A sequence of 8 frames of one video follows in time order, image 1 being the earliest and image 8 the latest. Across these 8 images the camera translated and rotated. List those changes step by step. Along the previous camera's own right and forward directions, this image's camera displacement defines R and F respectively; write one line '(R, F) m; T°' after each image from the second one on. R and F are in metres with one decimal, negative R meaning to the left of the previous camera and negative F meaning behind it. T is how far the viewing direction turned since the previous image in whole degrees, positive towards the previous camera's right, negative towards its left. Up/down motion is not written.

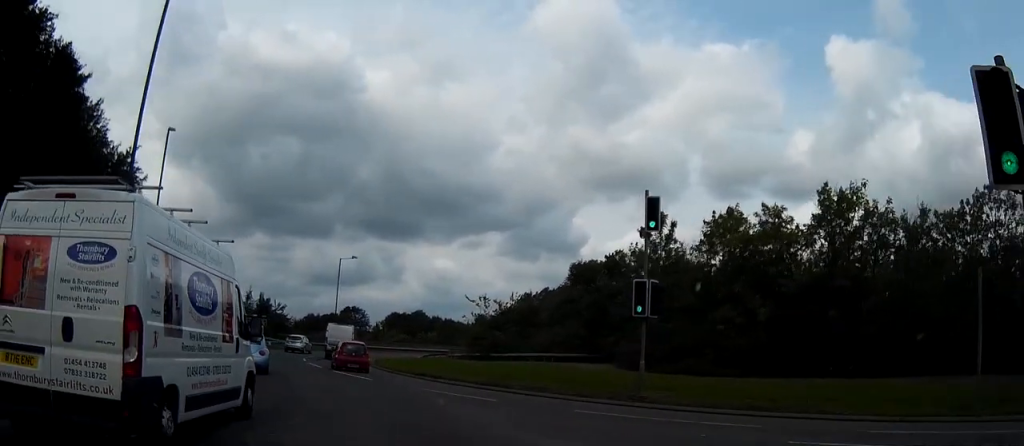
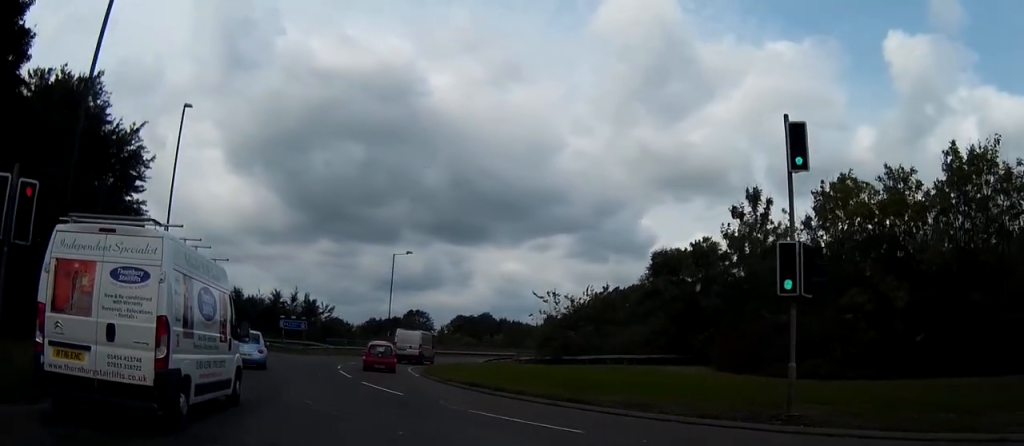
(-0.4, +7.2) m; -6°
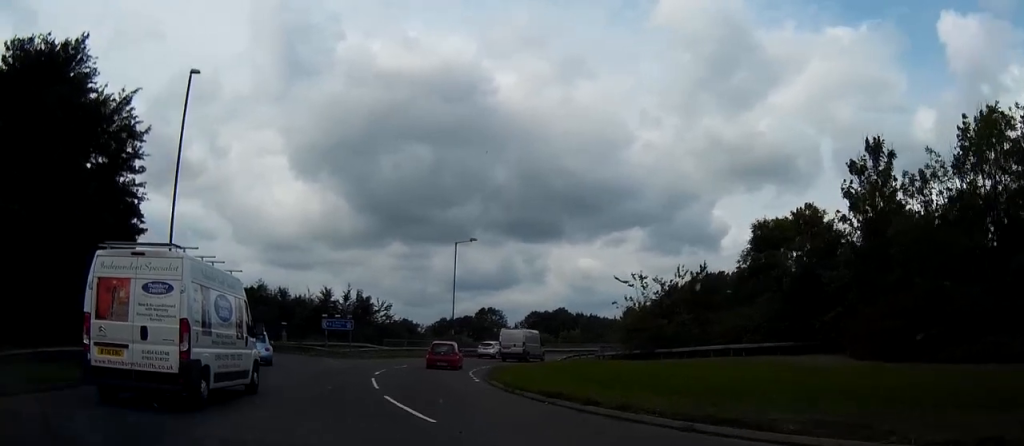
(-0.3, +7.8) m; -5°
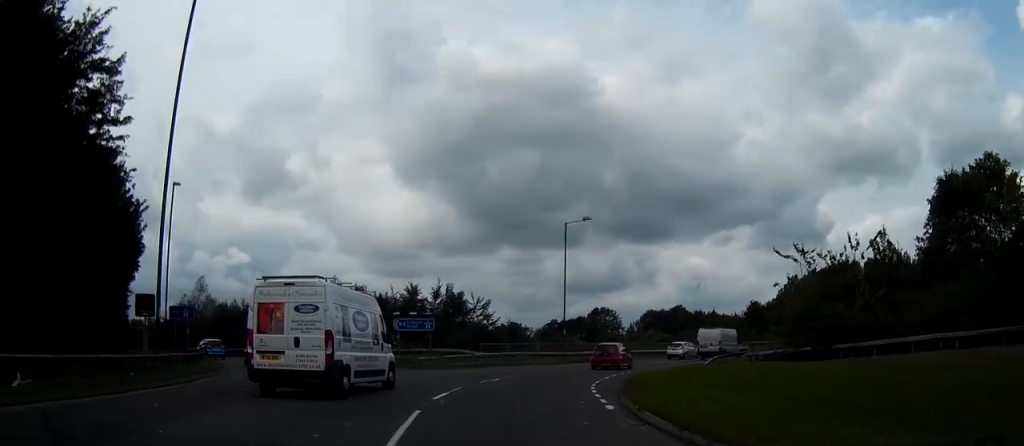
(-0.9, +11.6) m; -8°
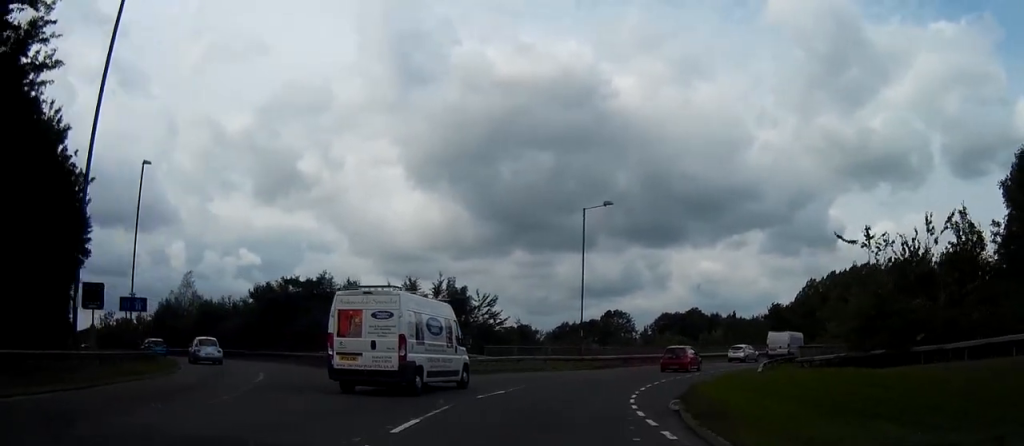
(-0.3, +6.7) m; -3°
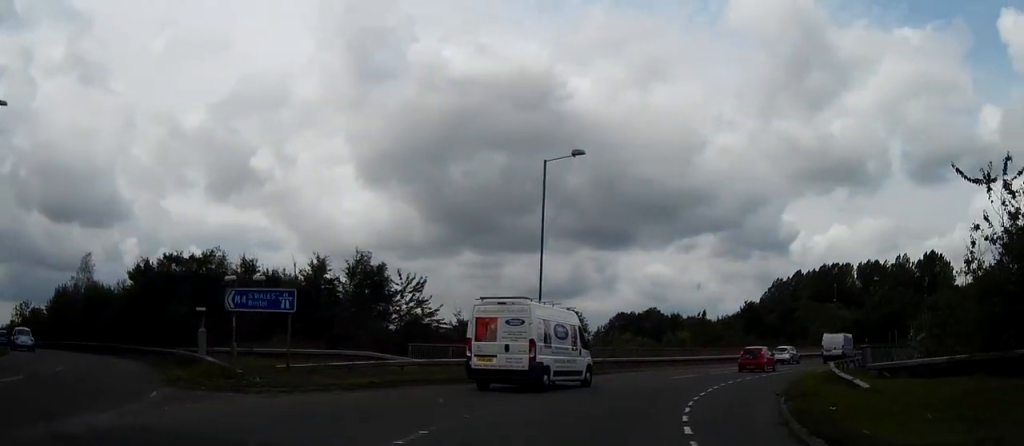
(-0.1, +13.1) m; +2°
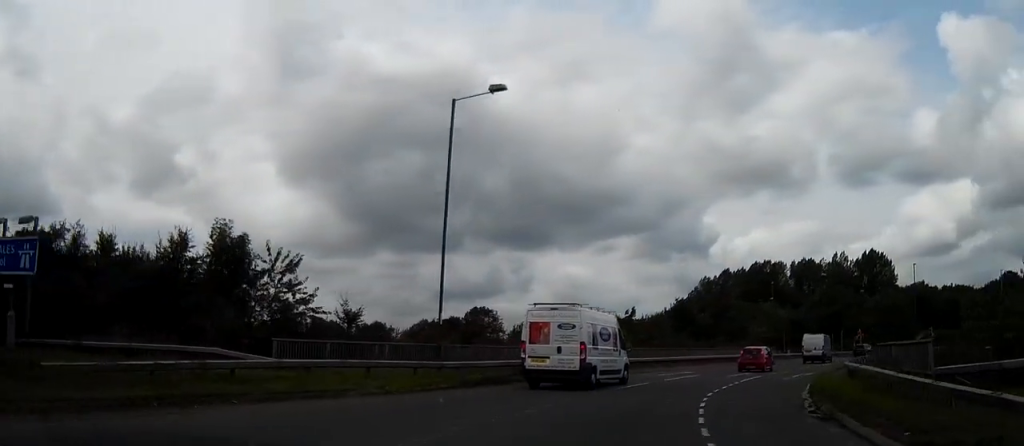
(+0.3, +8.9) m; +6°
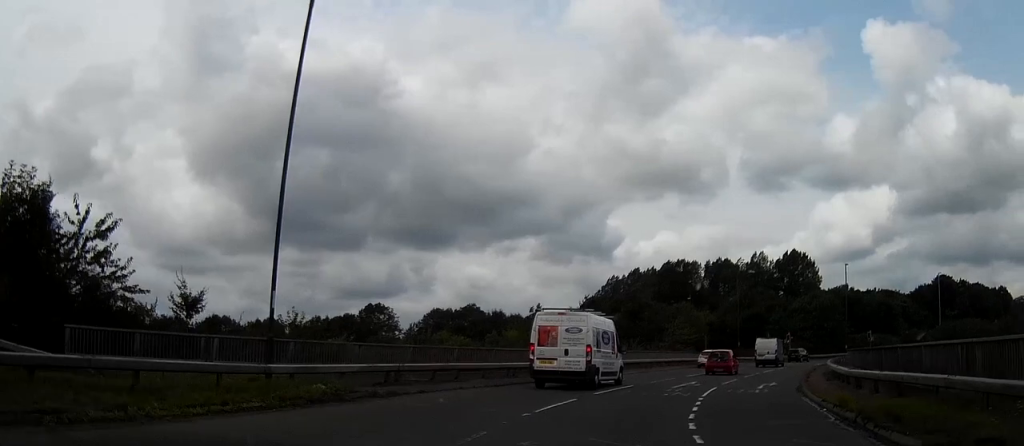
(+0.3, +8.7) m; +10°
